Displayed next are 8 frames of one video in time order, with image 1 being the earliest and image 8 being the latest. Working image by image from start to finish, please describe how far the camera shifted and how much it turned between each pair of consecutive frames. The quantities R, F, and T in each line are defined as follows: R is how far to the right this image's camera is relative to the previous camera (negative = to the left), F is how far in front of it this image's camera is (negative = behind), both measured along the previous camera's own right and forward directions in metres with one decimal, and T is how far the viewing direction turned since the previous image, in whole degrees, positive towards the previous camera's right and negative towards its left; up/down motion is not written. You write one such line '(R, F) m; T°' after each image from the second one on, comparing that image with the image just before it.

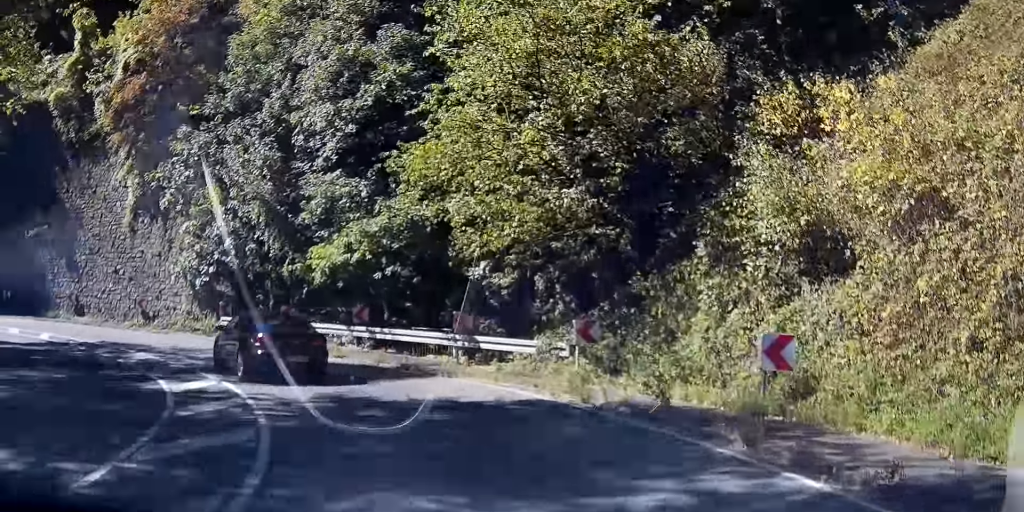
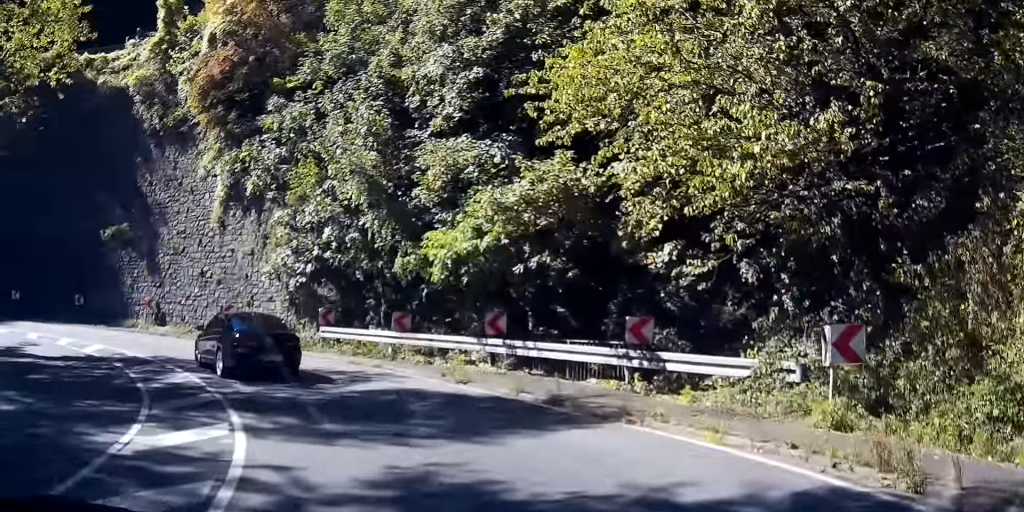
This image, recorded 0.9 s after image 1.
(-1.5, +6.6) m; -13°
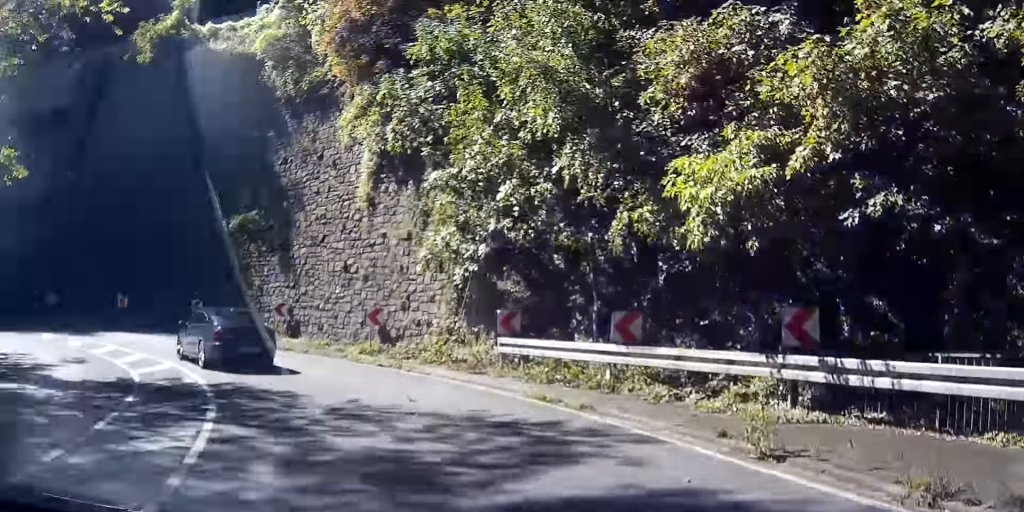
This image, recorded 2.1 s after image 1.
(-0.4, +9.0) m; -4°
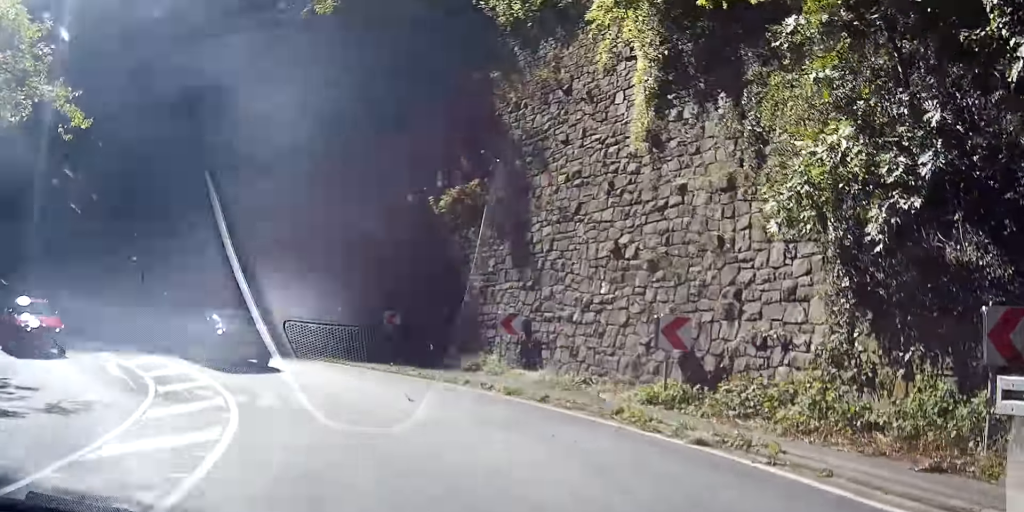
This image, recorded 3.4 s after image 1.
(-1.2, +9.7) m; -33°
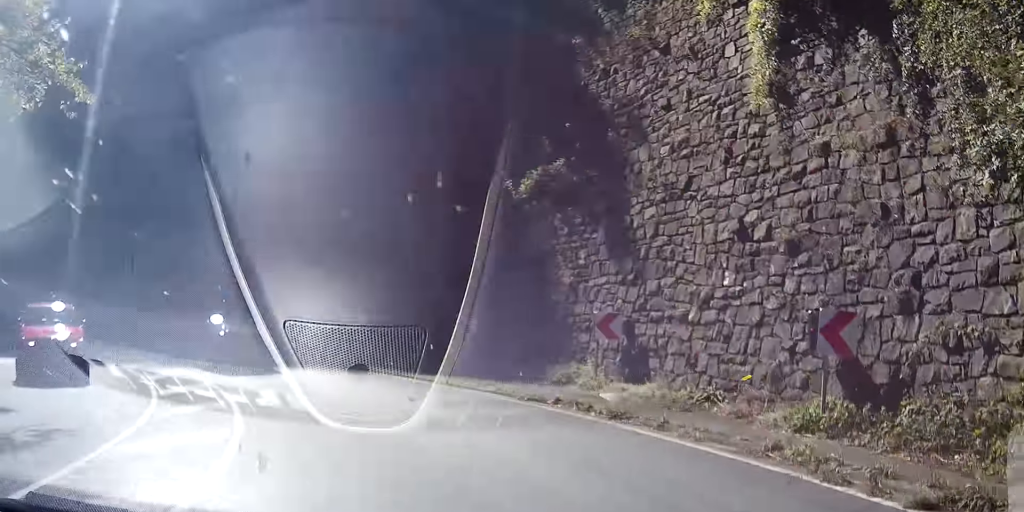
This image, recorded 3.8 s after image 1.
(+0.1, +2.3) m; -18°
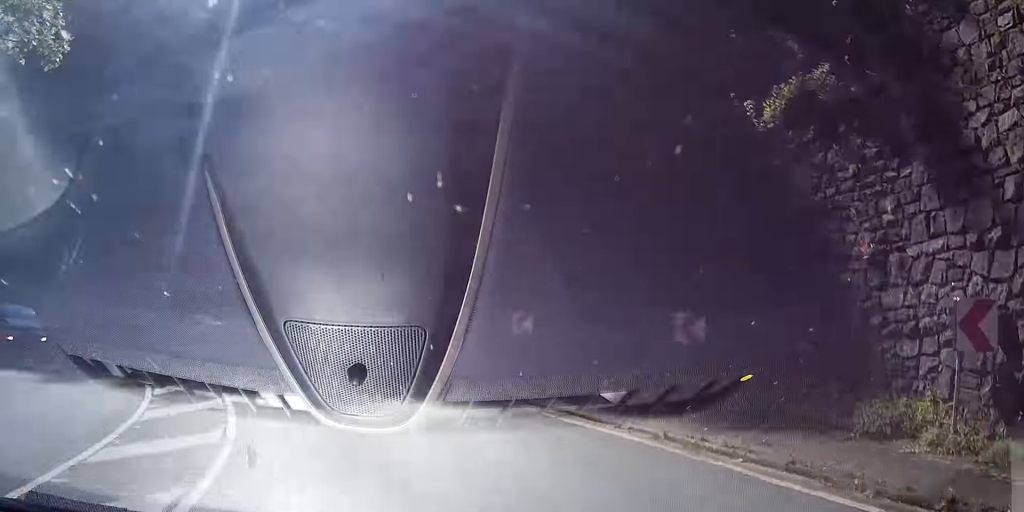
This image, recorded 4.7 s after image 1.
(-2.3, +6.1) m; -27°
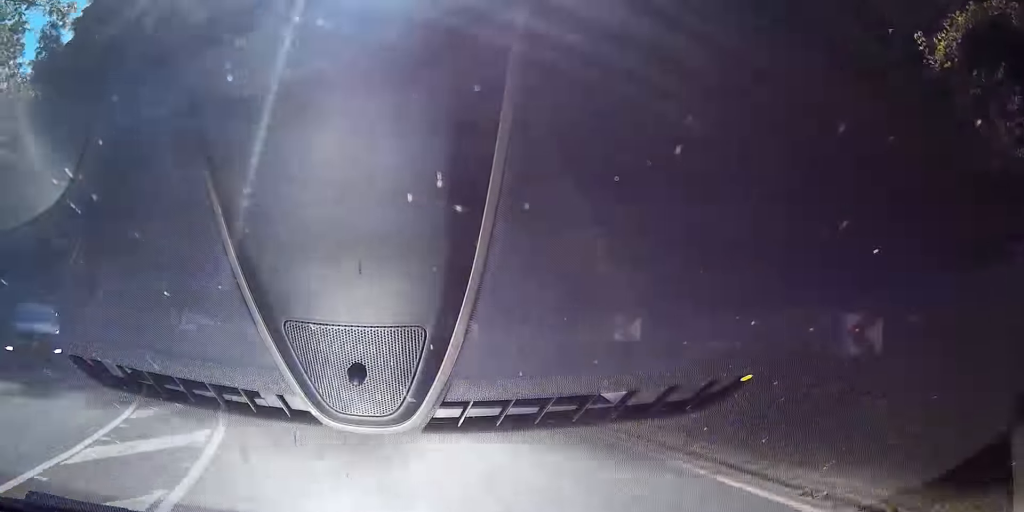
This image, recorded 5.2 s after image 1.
(-0.3, +3.5) m; -8°
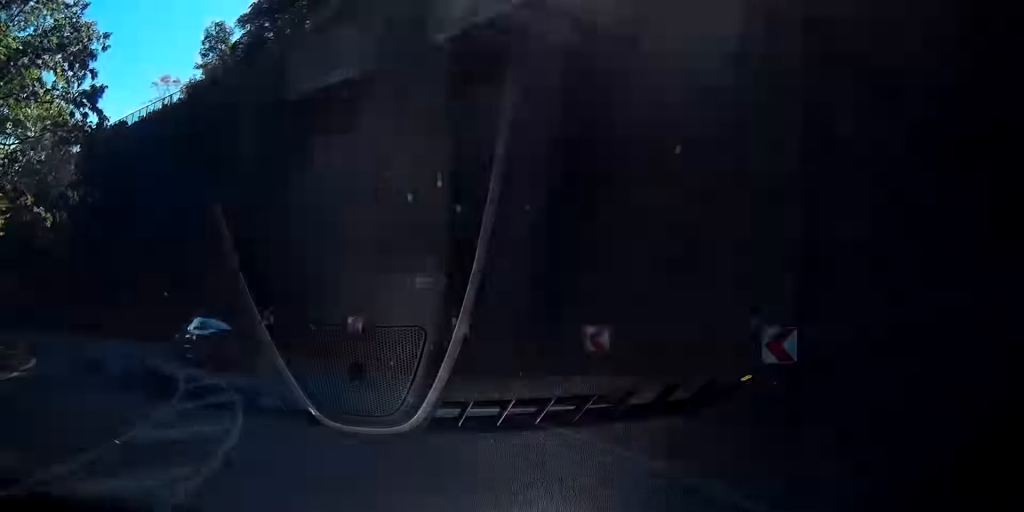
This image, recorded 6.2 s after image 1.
(-0.9, +9.4) m; -7°
